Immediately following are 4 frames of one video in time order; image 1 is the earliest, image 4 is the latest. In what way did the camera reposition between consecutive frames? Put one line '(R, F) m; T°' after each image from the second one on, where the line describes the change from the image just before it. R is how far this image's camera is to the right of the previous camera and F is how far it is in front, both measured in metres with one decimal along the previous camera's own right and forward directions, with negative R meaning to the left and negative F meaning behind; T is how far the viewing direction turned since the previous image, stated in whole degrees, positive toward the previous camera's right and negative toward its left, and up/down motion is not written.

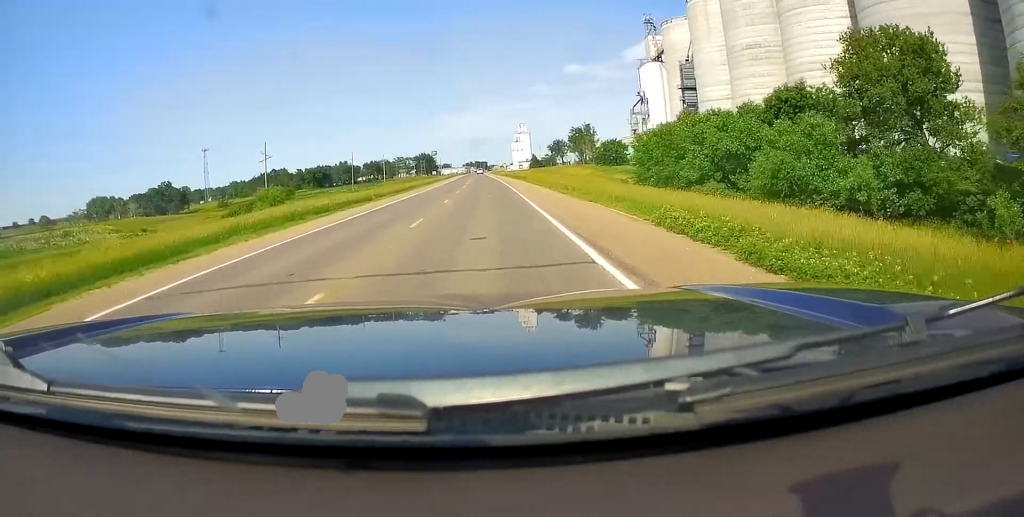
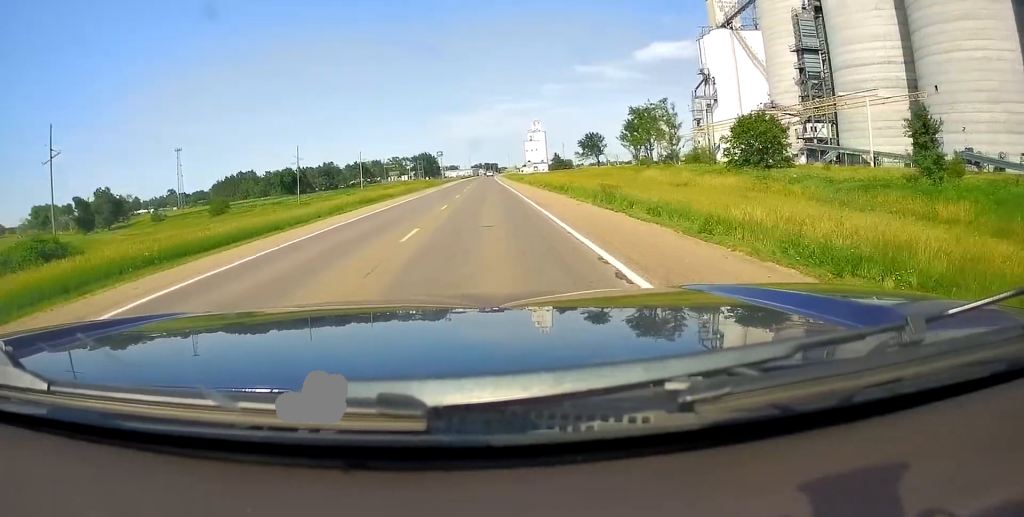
(0.0, +66.2) m; -1°
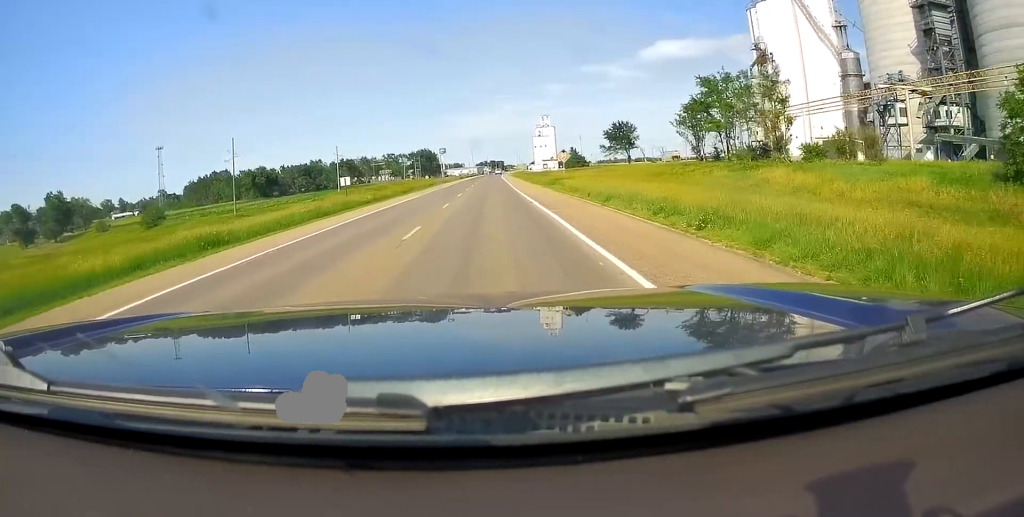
(-0.4, +36.2) m; -1°
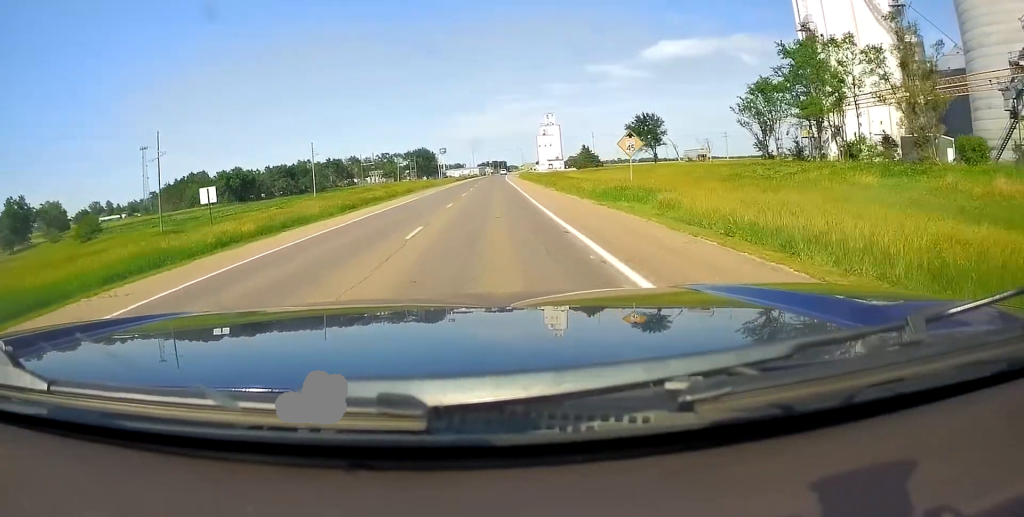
(0.0, +21.8) m; 0°
